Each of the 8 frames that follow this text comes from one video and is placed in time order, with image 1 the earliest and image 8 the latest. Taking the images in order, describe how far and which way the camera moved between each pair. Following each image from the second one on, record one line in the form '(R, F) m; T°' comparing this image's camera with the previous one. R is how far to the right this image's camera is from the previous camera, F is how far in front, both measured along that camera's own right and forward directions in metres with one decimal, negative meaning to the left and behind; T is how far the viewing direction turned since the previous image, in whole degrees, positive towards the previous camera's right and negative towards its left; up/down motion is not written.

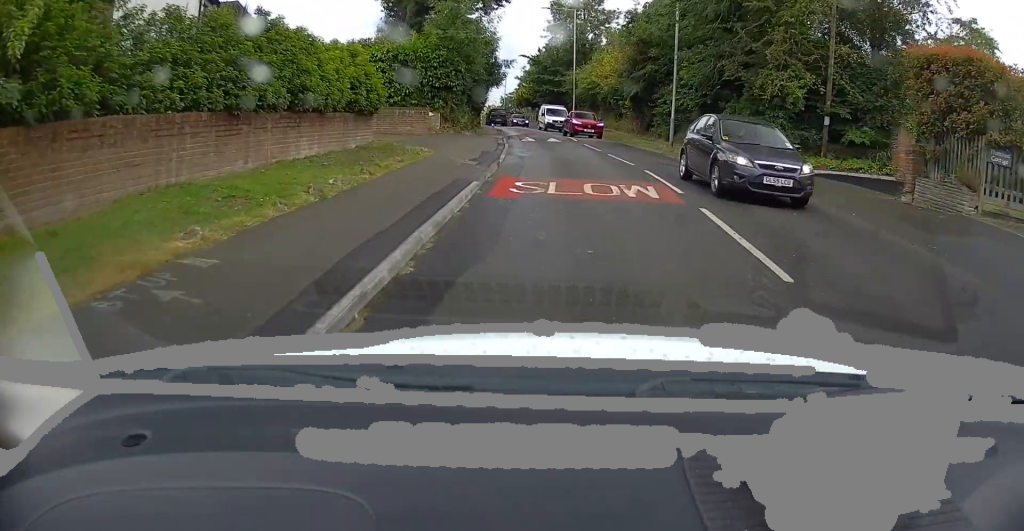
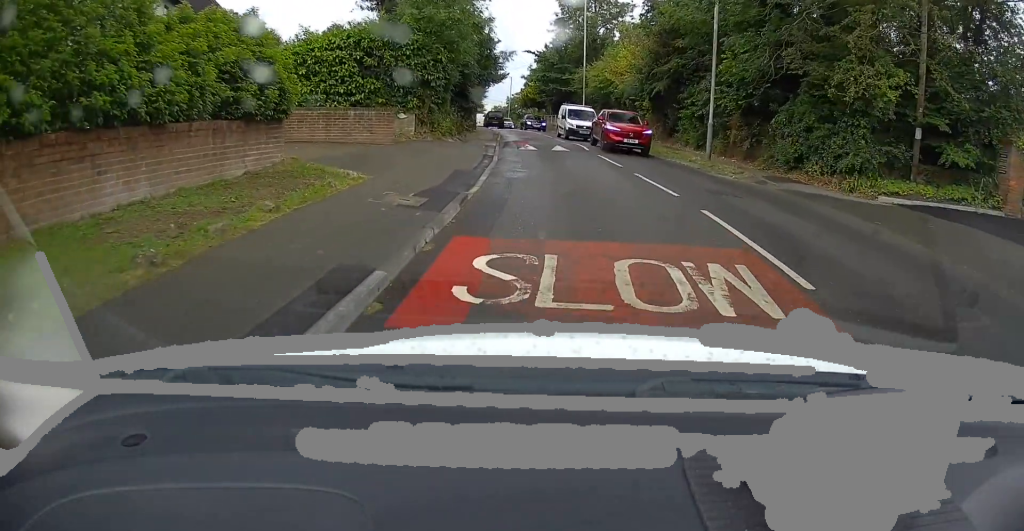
(0.0, +5.7) m; -1°
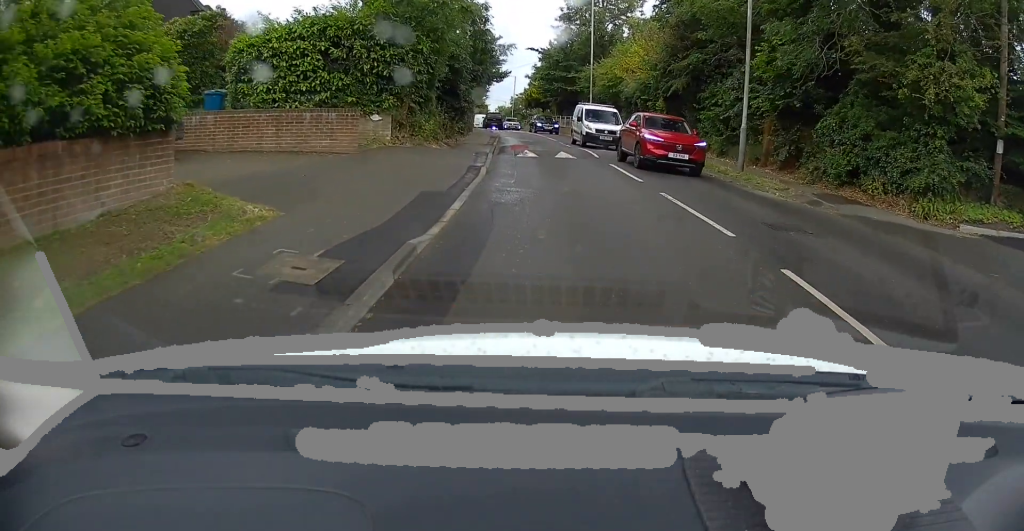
(0.0, +3.4) m; -1°
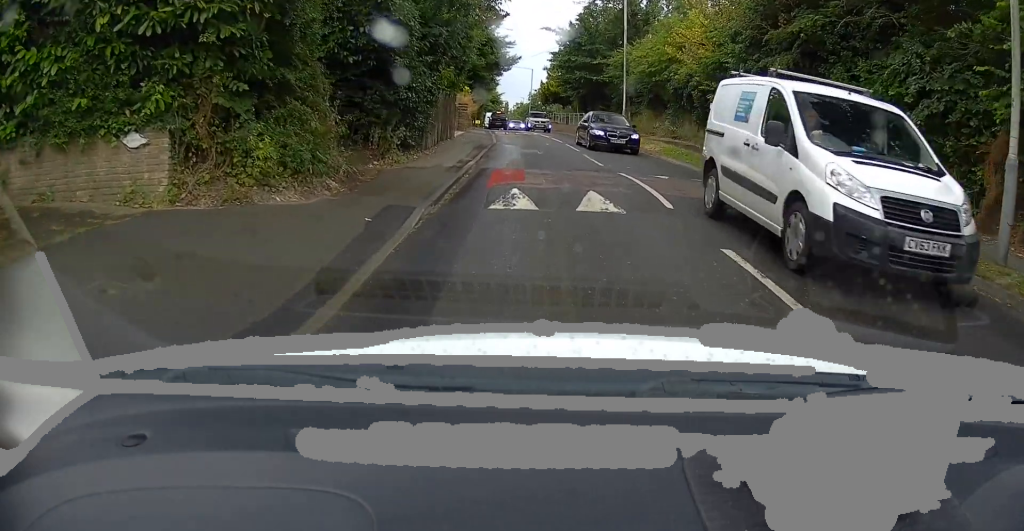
(-0.3, +10.7) m; -2°
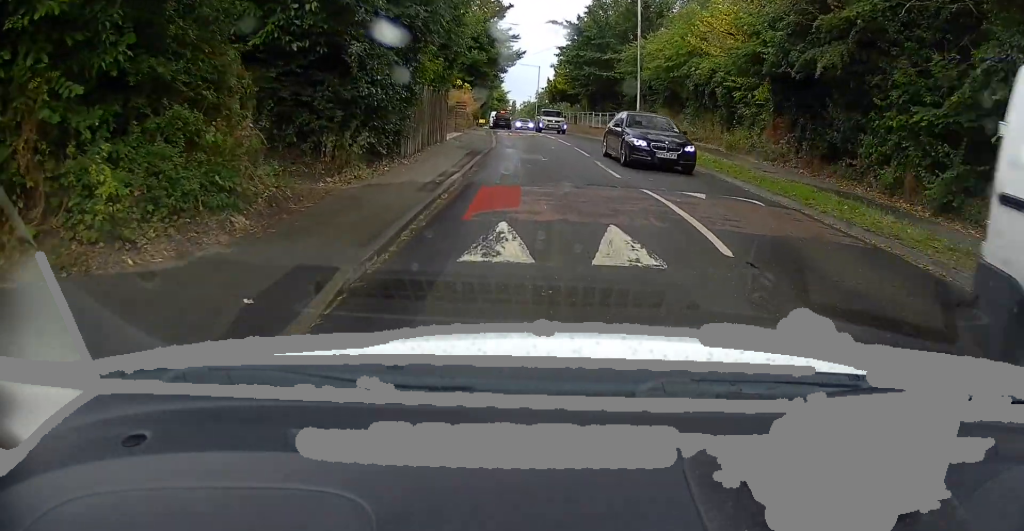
(0.0, +2.9) m; -1°
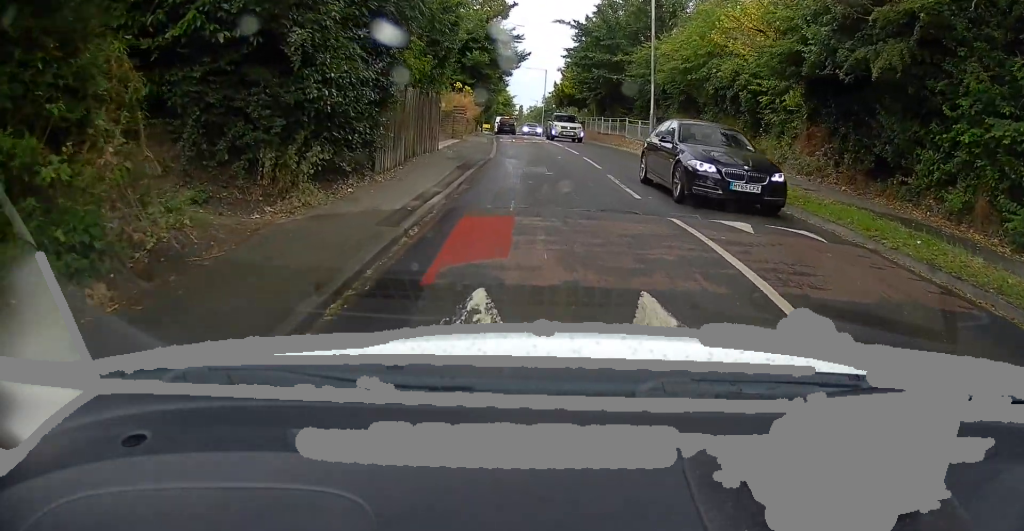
(+0.1, +2.4) m; 0°
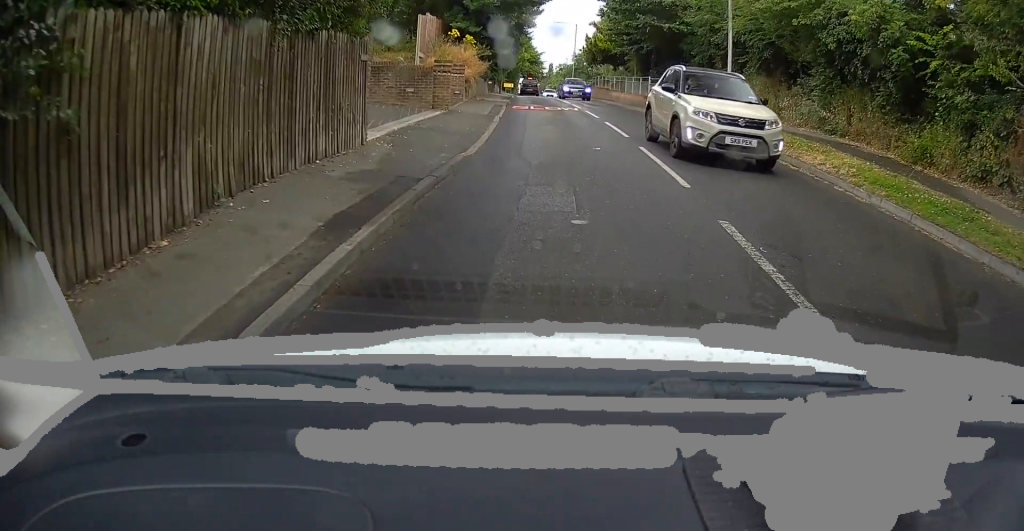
(-0.2, +8.5) m; -2°
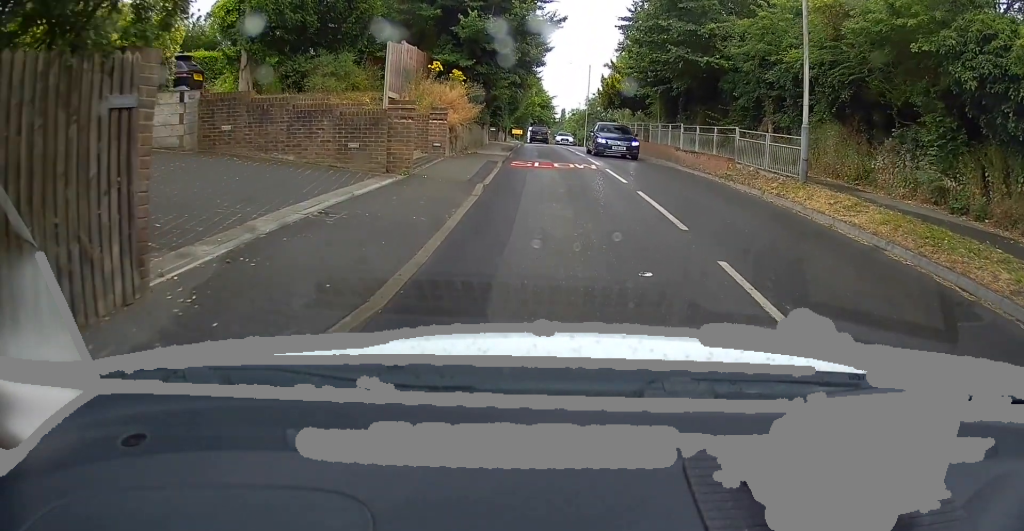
(-0.1, +4.8) m; -4°
